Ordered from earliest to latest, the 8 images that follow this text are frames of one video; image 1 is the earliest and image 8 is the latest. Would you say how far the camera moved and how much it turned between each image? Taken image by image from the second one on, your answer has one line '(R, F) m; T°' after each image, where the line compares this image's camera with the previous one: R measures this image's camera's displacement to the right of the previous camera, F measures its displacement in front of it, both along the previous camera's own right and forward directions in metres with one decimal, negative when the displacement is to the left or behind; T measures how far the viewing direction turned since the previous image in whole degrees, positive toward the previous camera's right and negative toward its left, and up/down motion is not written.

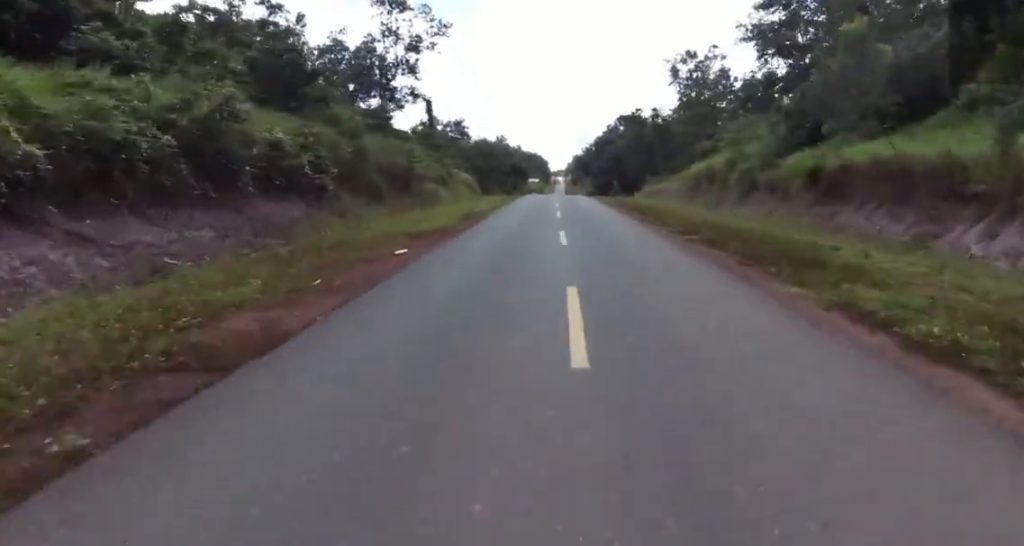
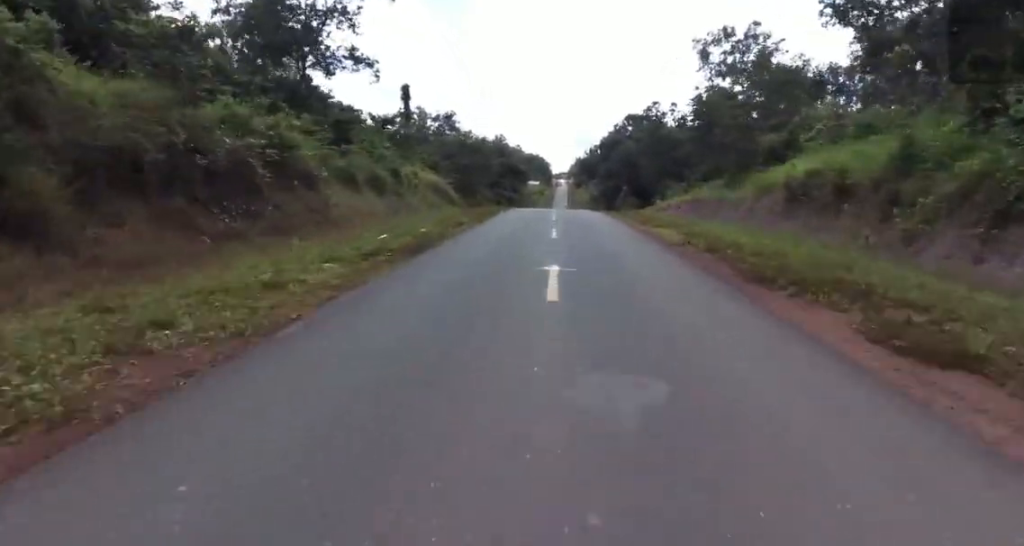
(+0.4, +22.8) m; 0°
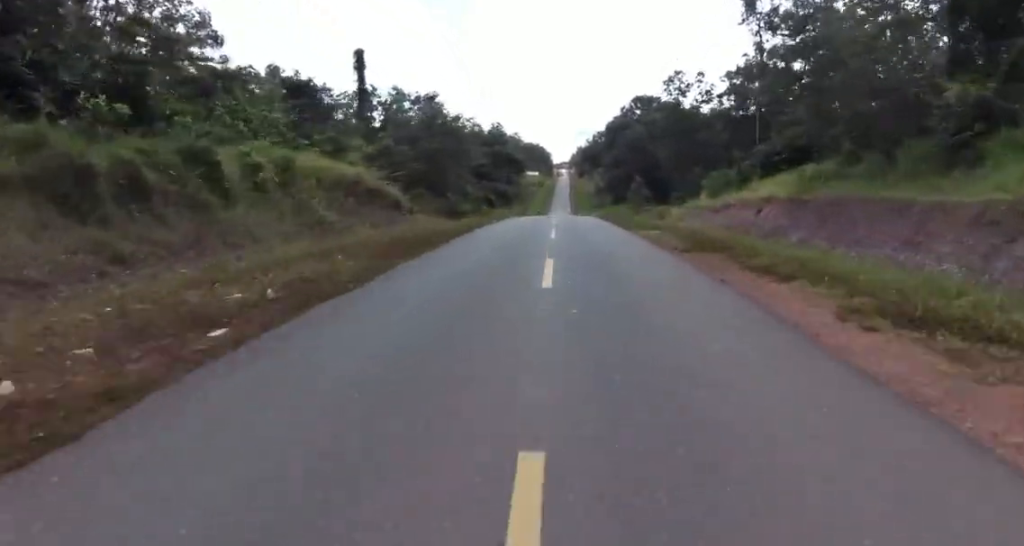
(-0.4, +23.5) m; +1°
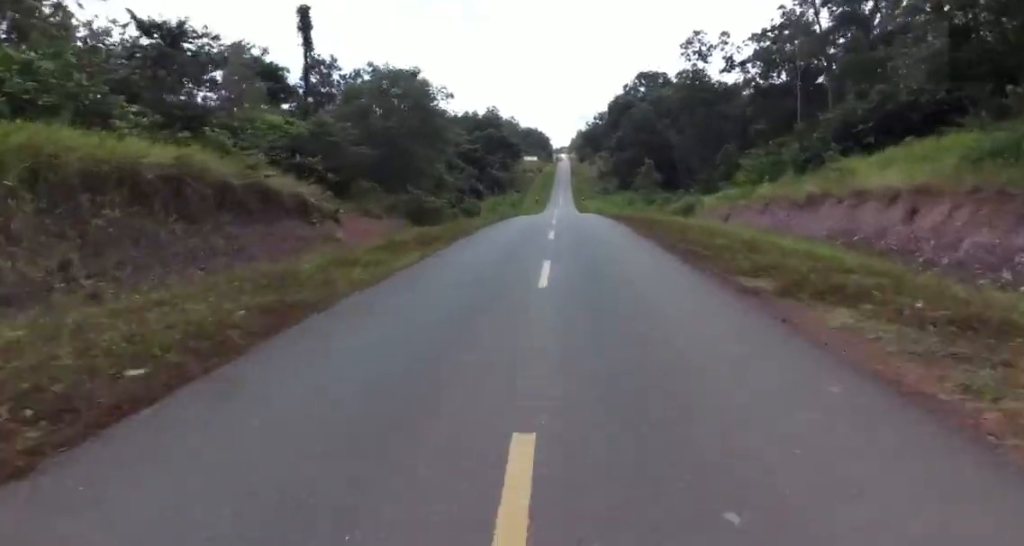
(+0.1, +15.7) m; +1°
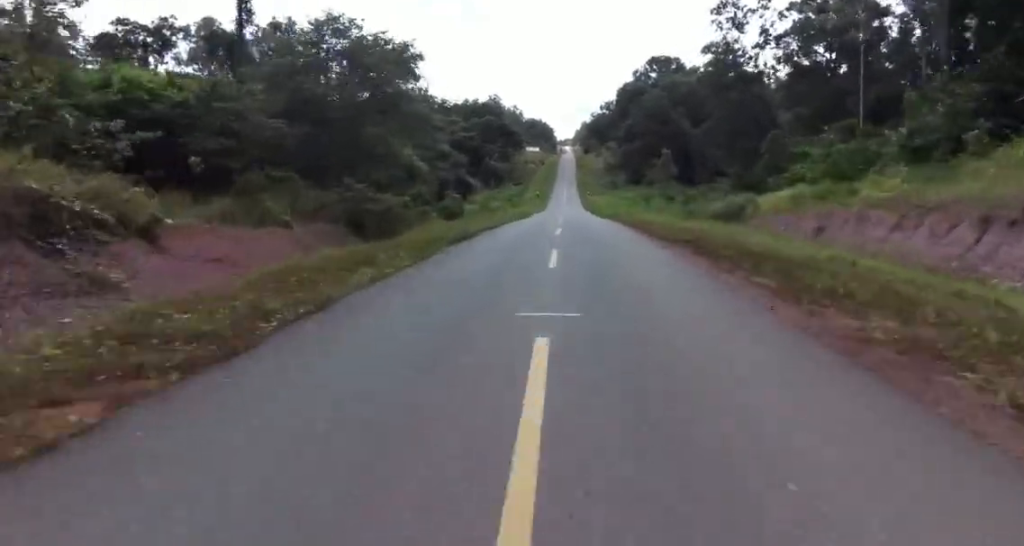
(+0.8, +14.2) m; 0°
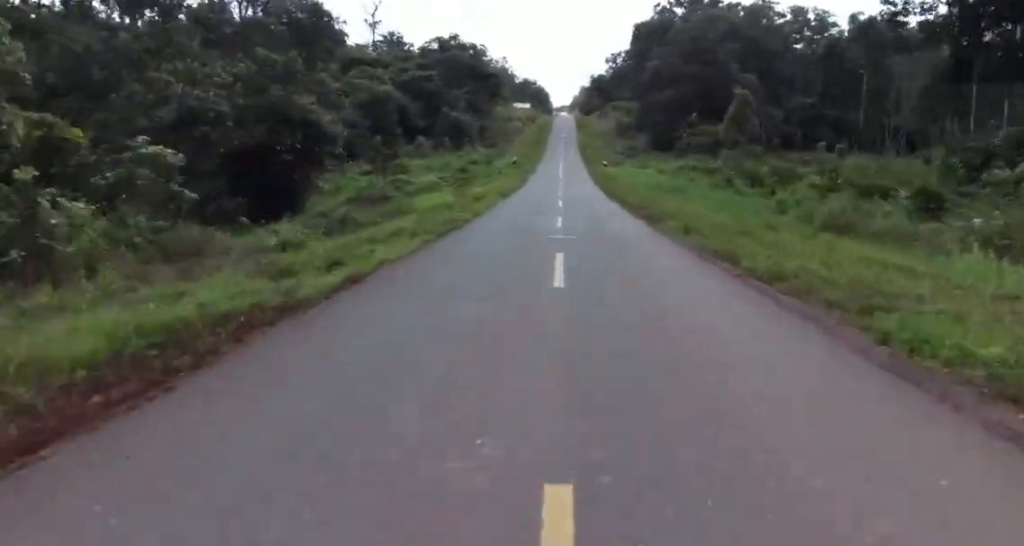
(-1.0, +43.8) m; -2°
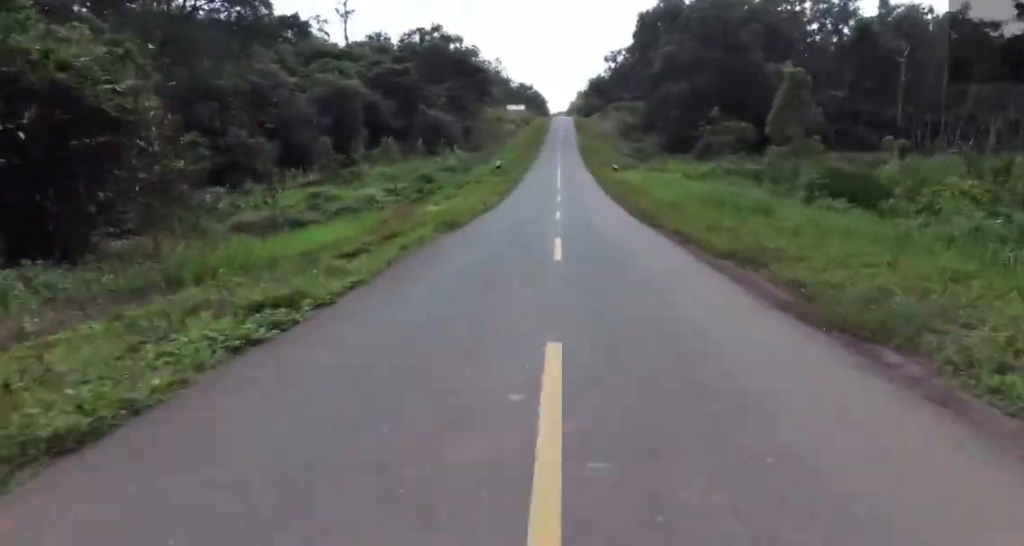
(-0.1, +12.6) m; 0°
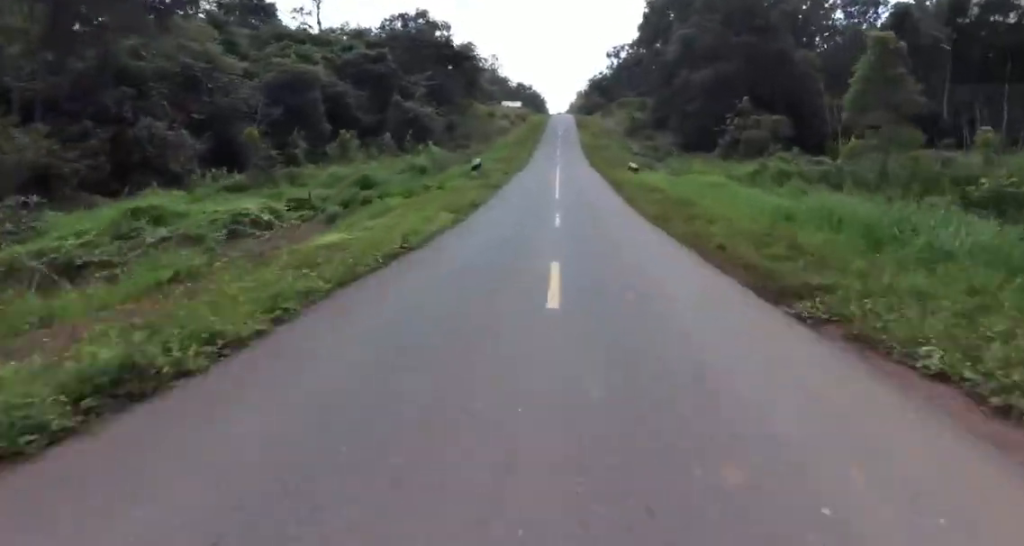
(-0.7, +12.7) m; 0°
